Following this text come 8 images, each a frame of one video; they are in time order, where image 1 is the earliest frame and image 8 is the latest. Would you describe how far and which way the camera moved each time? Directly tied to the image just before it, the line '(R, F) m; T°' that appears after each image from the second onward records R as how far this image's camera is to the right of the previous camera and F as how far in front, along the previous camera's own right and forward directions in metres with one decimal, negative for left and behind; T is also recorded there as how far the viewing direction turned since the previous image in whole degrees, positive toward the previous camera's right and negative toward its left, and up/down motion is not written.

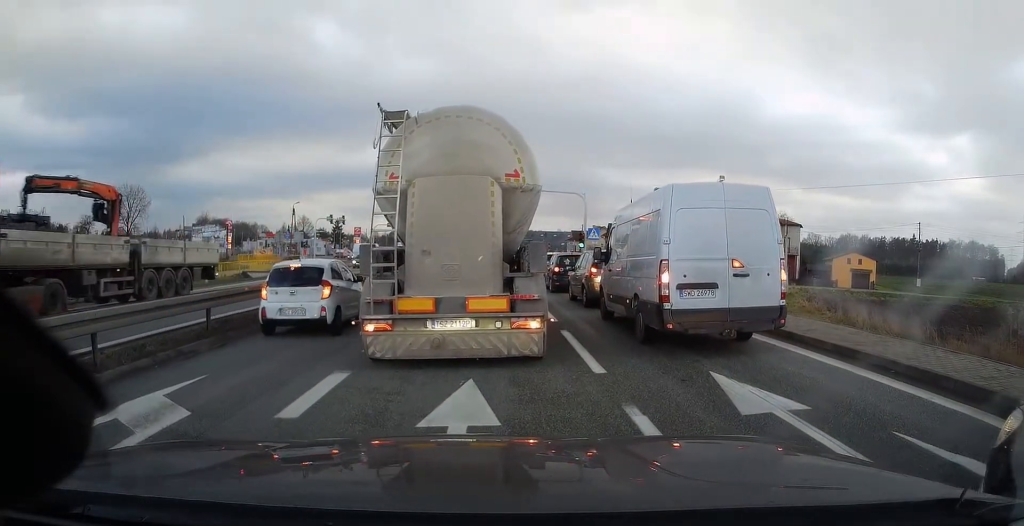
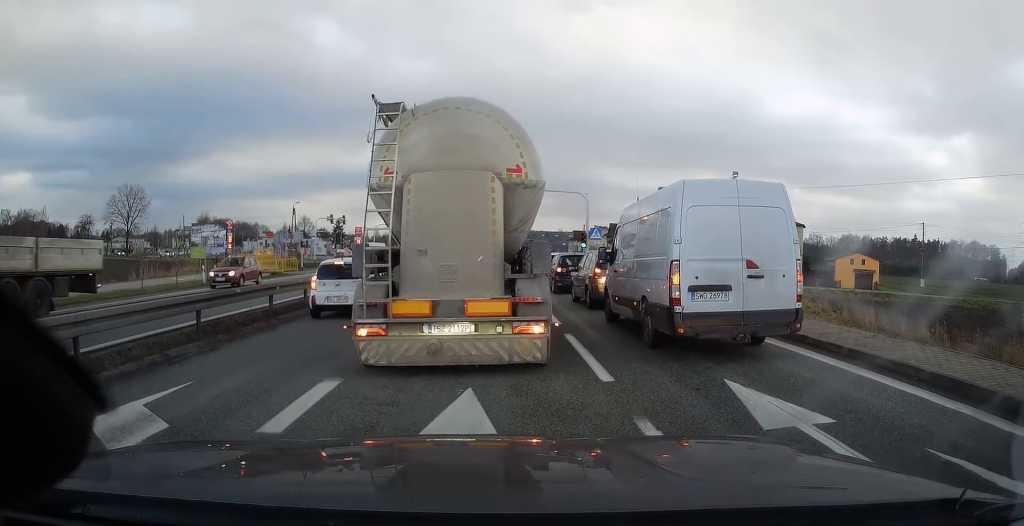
(0.0, +0.2) m; 0°
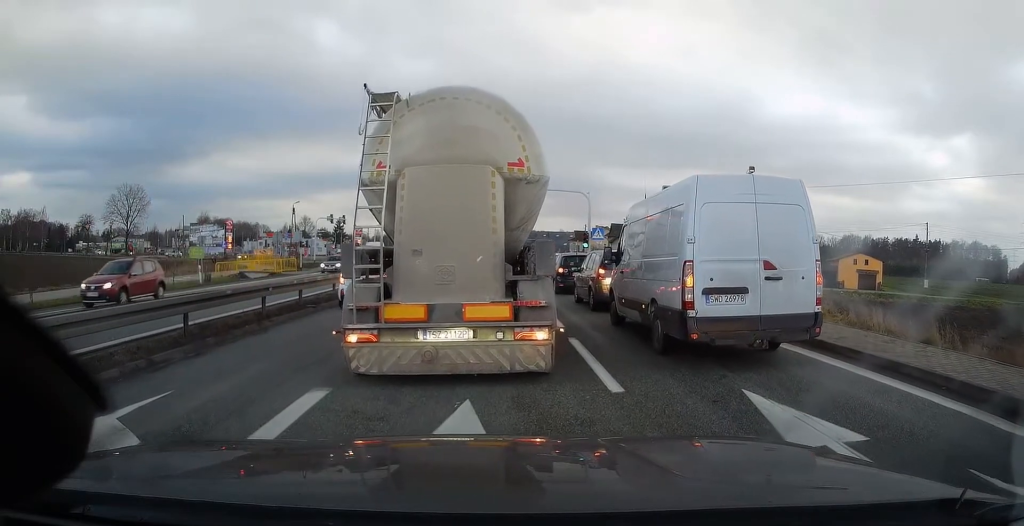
(-0.1, +0.3) m; 0°
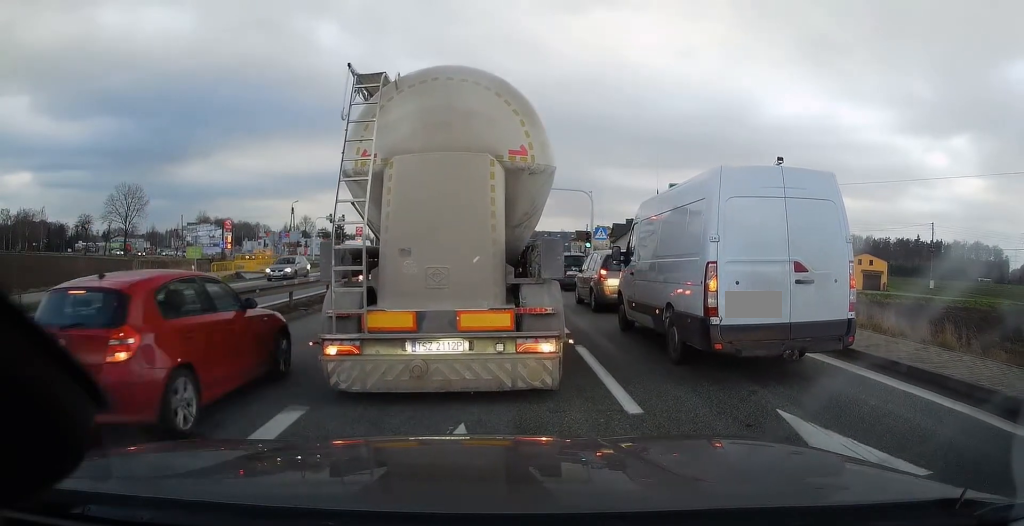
(-0.2, +0.5) m; 0°
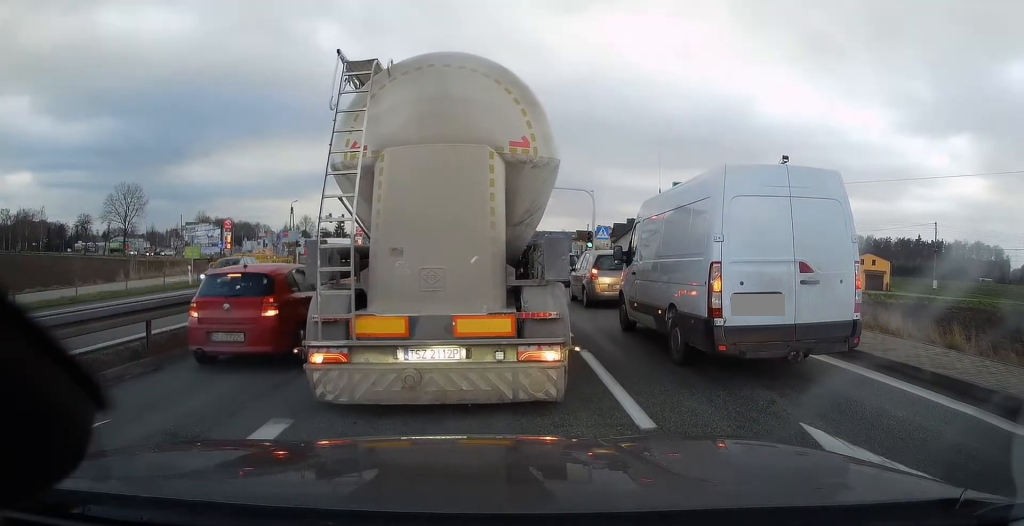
(-0.1, +0.3) m; 0°
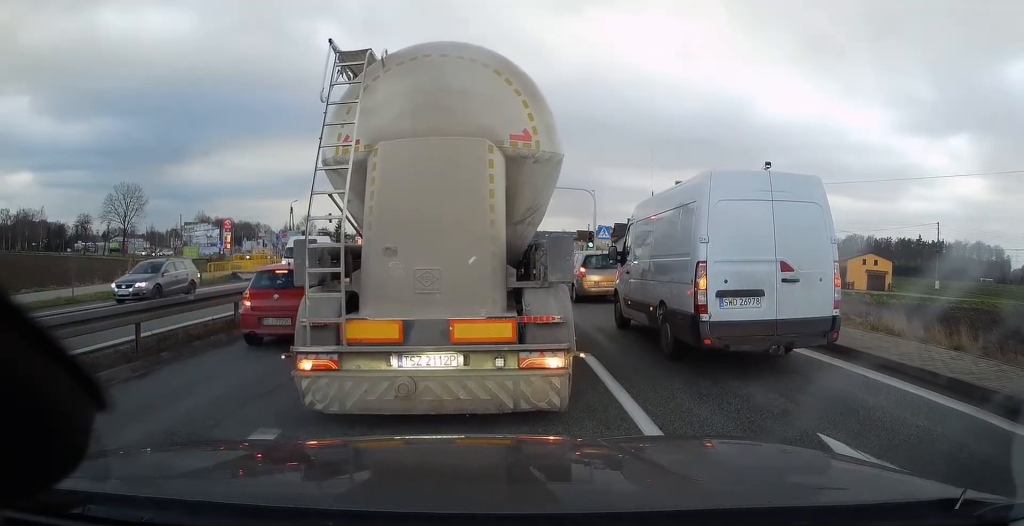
(-0.1, +0.3) m; 0°
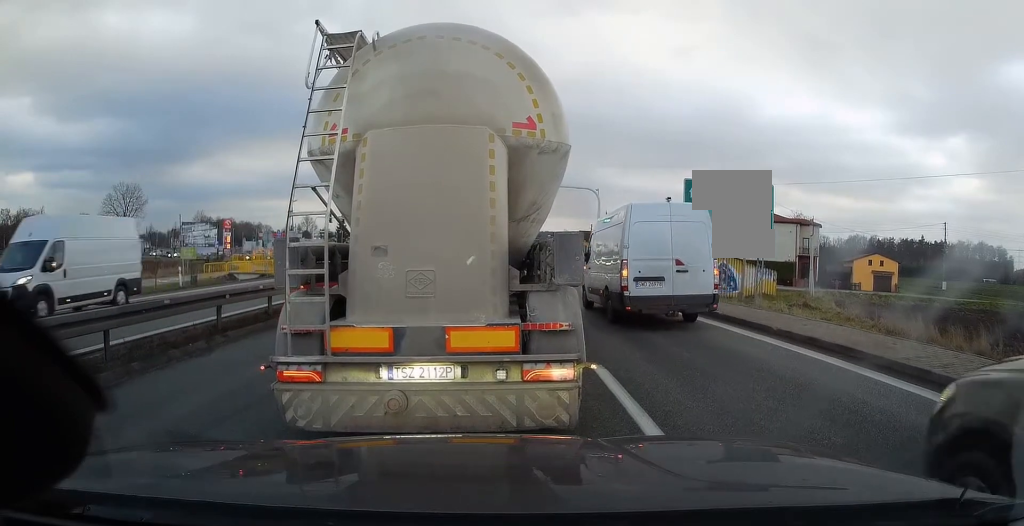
(-0.3, +0.8) m; 0°
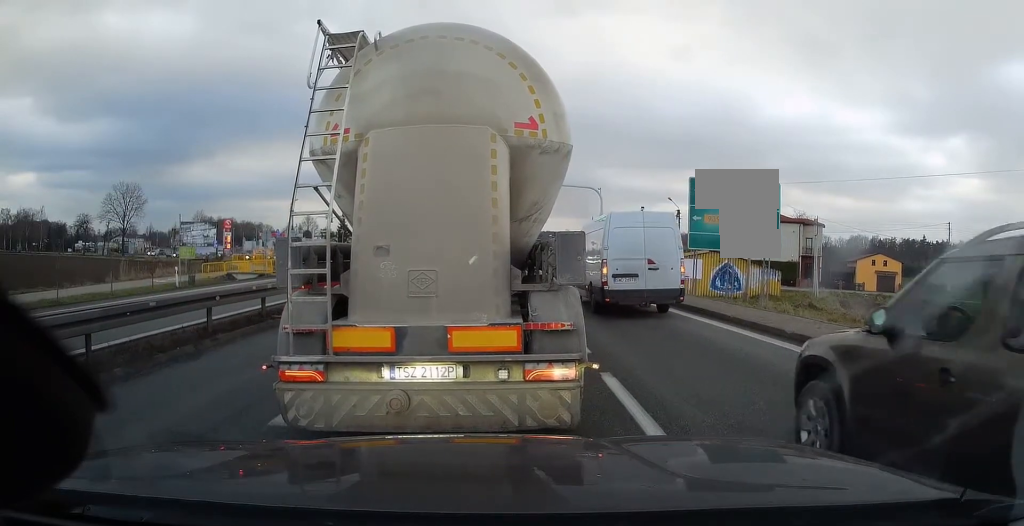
(0.0, +0.4) m; 0°
